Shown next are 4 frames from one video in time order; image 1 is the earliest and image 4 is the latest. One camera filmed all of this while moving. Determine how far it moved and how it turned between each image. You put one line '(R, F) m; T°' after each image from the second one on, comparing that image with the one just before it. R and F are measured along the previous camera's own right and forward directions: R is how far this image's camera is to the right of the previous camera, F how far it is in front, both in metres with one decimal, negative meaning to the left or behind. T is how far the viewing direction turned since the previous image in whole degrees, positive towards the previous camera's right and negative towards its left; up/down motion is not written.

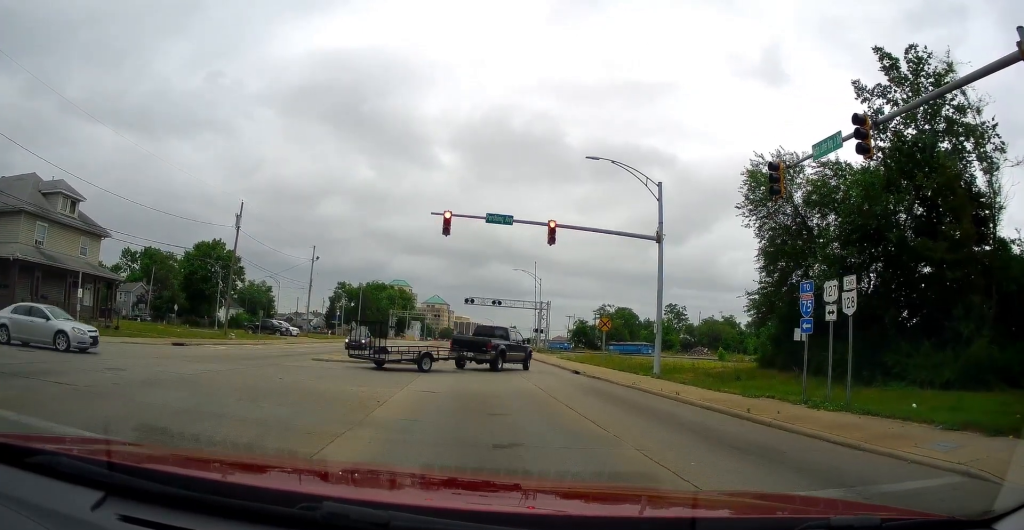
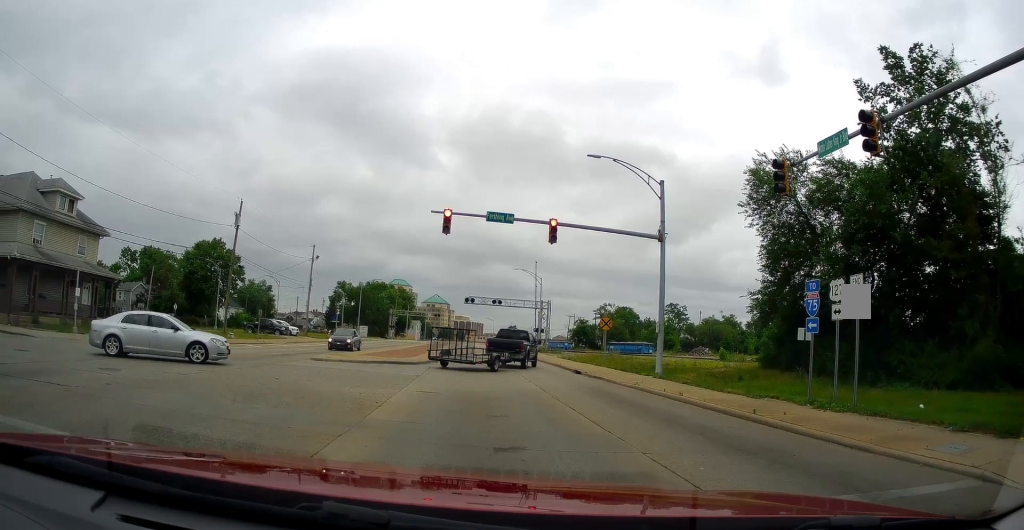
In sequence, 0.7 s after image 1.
(0.0, +0.2) m; 0°
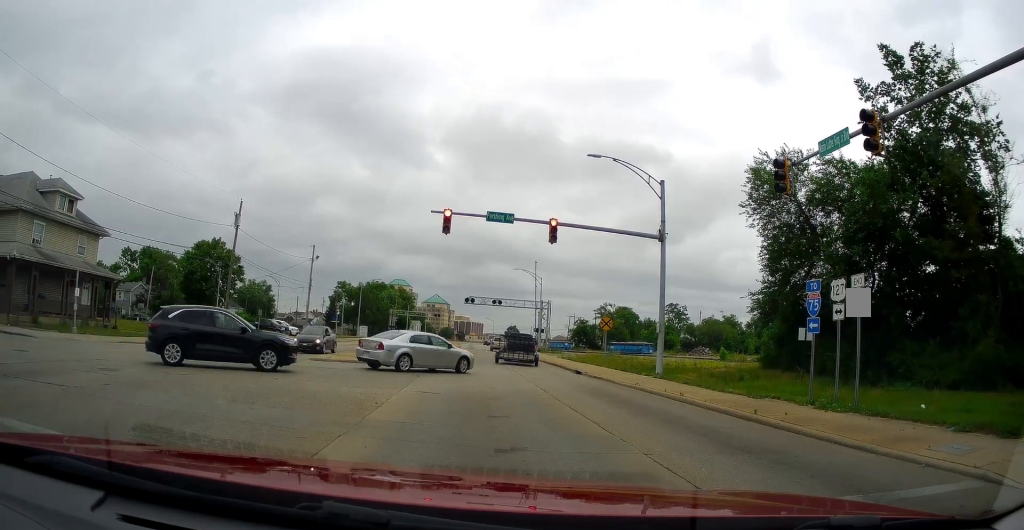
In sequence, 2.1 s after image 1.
(0.0, 0.0) m; 0°
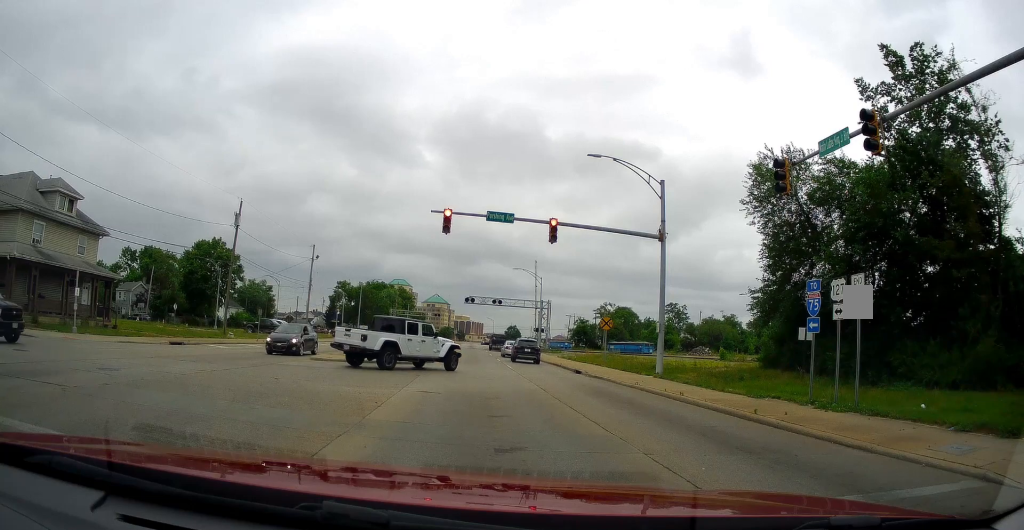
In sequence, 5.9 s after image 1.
(0.0, 0.0) m; 0°
